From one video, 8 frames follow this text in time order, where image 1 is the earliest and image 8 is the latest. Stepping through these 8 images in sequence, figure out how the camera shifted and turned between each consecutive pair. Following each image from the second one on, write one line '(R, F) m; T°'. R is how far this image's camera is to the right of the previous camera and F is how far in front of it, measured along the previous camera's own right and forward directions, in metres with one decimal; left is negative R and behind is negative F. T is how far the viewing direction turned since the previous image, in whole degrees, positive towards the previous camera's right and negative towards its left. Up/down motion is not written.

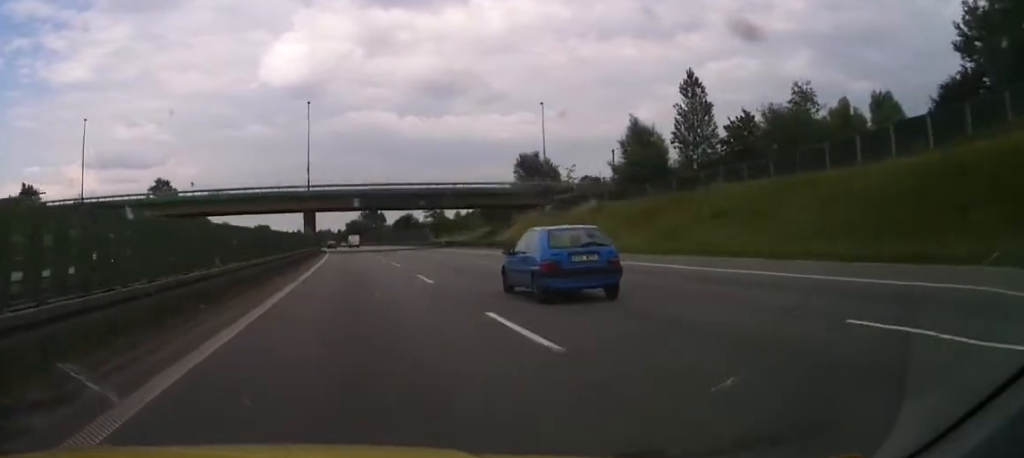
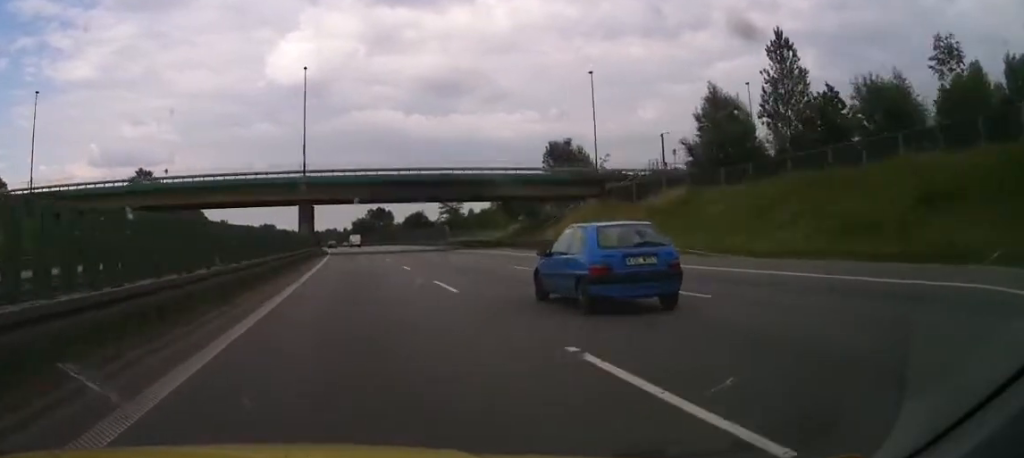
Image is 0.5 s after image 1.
(+0.4, +15.2) m; 0°
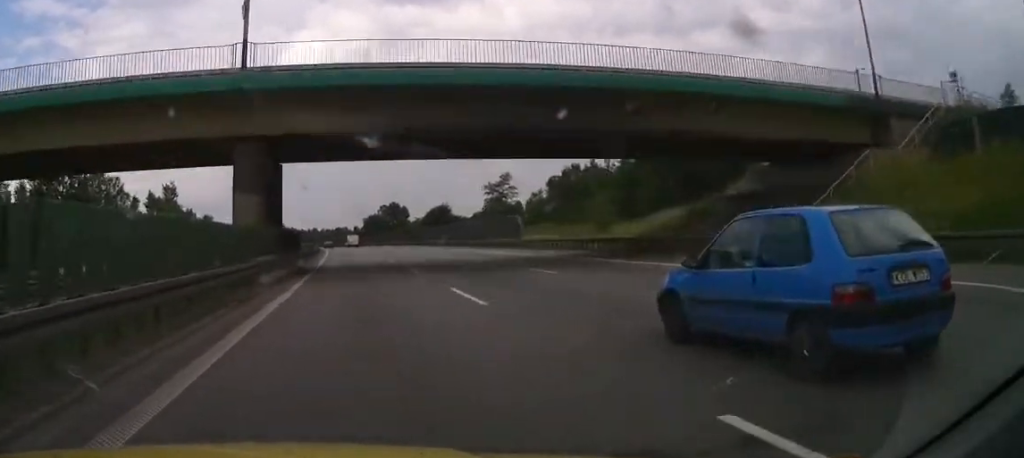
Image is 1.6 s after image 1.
(-1.2, +37.3) m; -2°
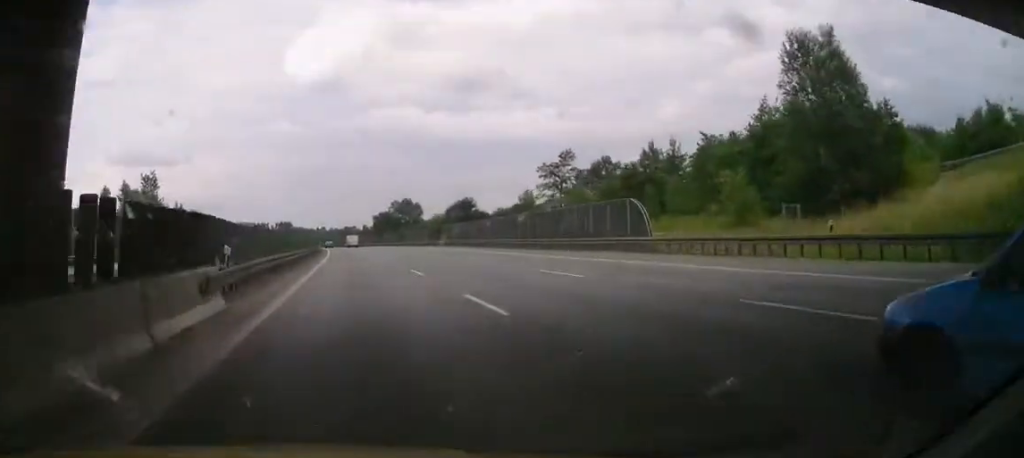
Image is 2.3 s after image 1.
(+0.1, +24.7) m; -1°
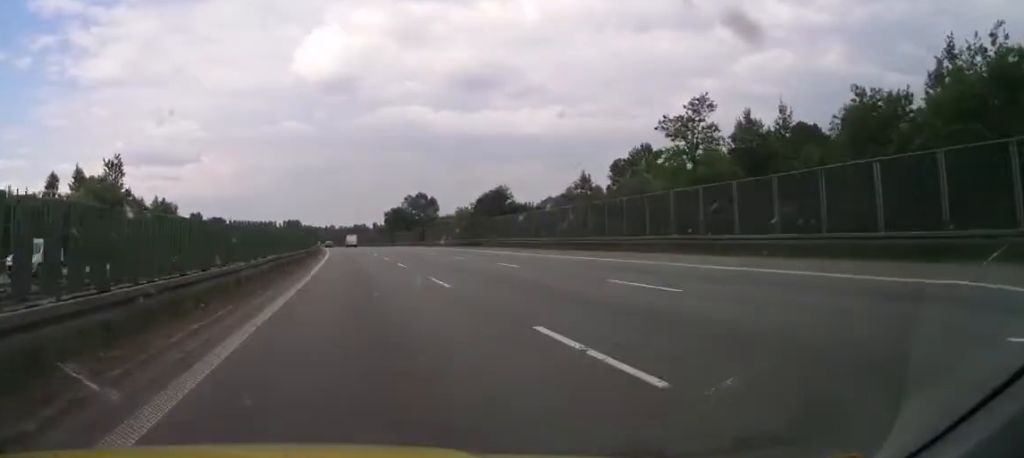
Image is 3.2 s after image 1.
(-0.3, +28.4) m; -1°
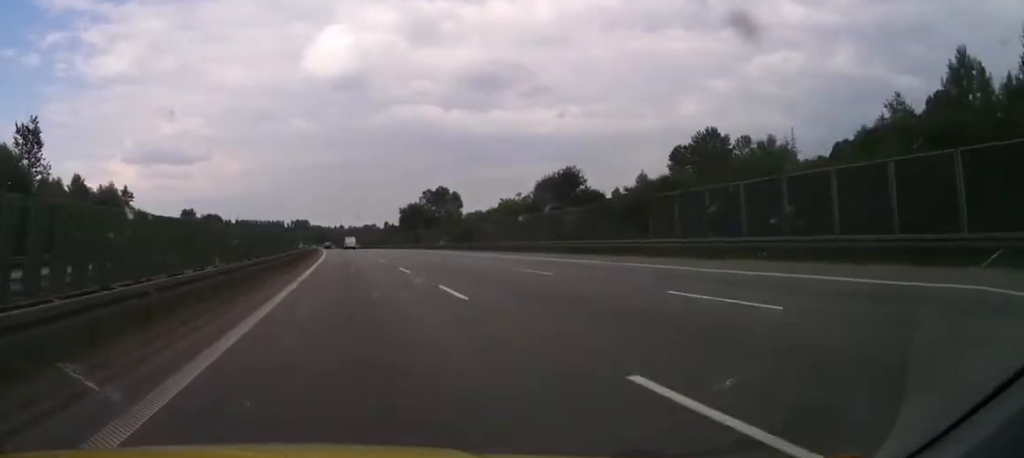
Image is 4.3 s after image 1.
(-0.1, +38.0) m; -1°
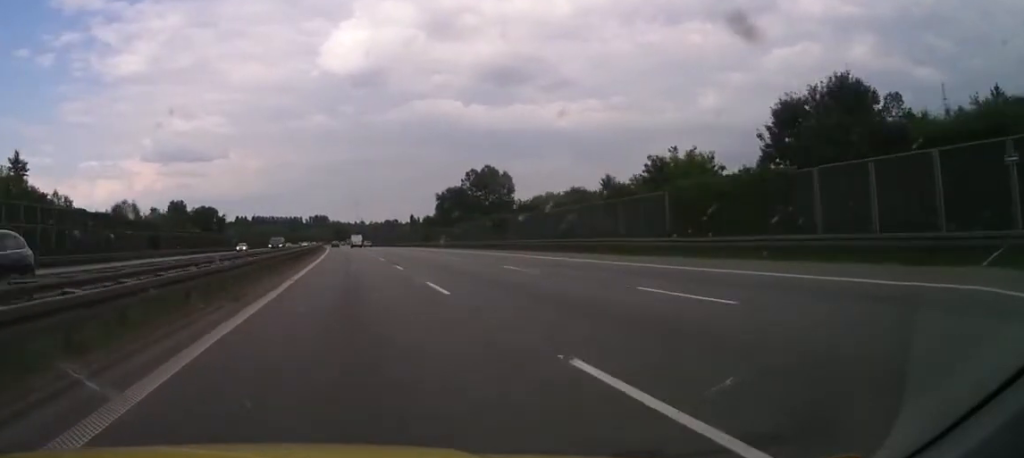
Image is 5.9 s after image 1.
(-1.2, +56.2) m; -2°
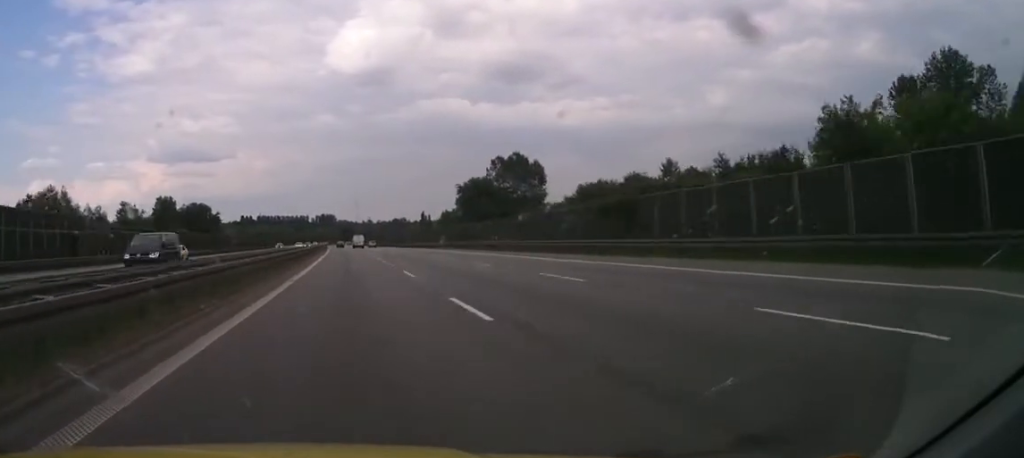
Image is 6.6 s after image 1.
(-0.2, +27.5) m; 0°
